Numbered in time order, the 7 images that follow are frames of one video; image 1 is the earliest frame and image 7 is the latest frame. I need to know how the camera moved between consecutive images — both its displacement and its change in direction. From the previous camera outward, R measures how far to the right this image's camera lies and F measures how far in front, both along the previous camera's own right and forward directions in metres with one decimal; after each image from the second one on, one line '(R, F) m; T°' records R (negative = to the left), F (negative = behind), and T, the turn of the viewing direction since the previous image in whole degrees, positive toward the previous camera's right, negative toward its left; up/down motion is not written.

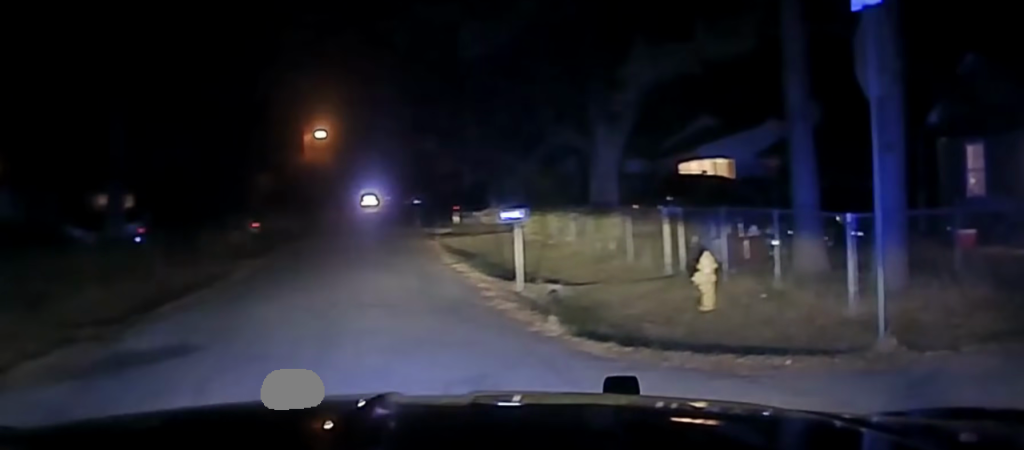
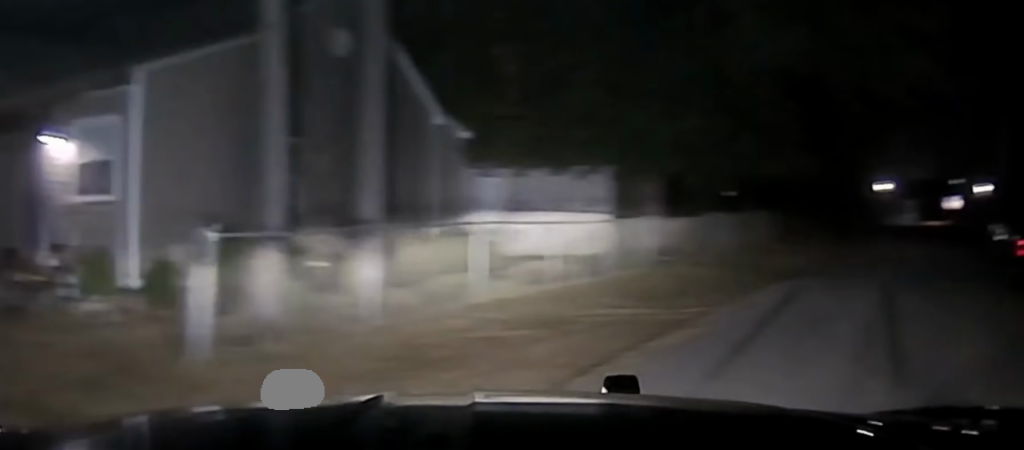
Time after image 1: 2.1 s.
(+3.9, +6.5) m; +36°
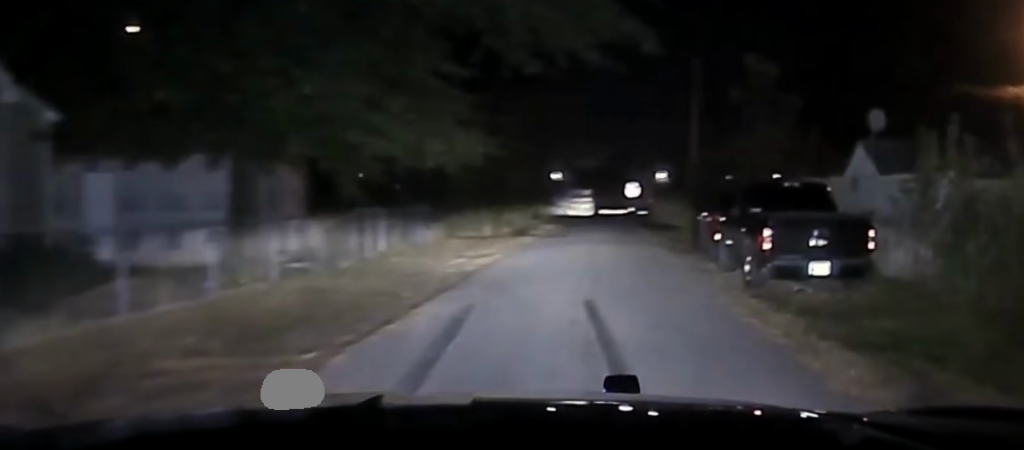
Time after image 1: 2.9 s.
(0.0, +5.4) m; +1°
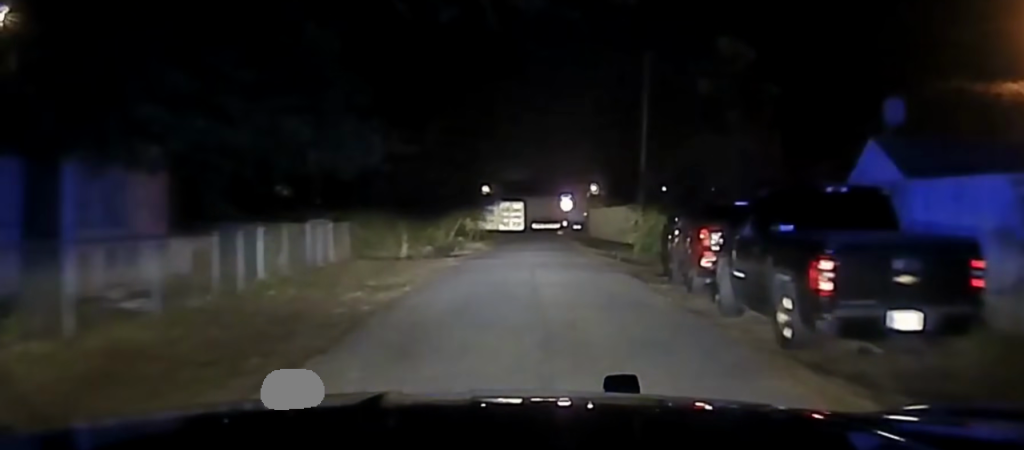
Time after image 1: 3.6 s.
(0.0, +6.1) m; +1°
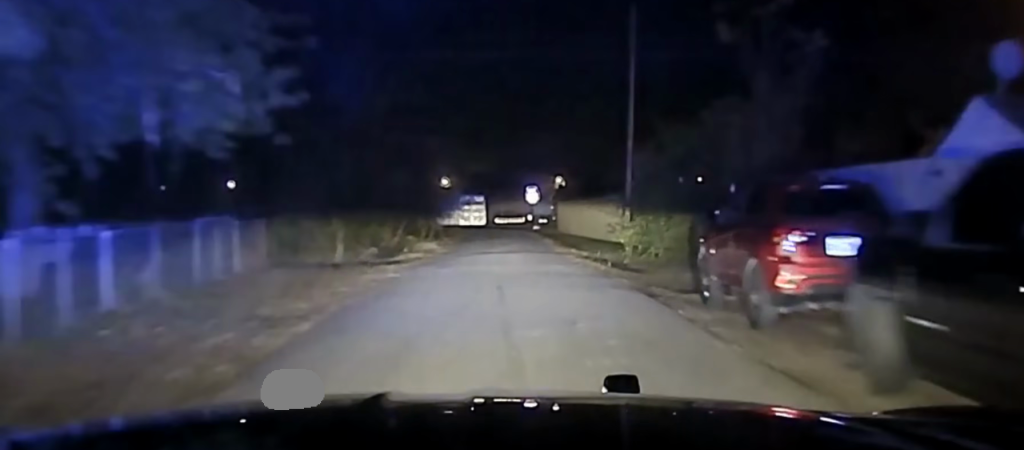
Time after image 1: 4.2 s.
(+0.1, +7.3) m; +1°
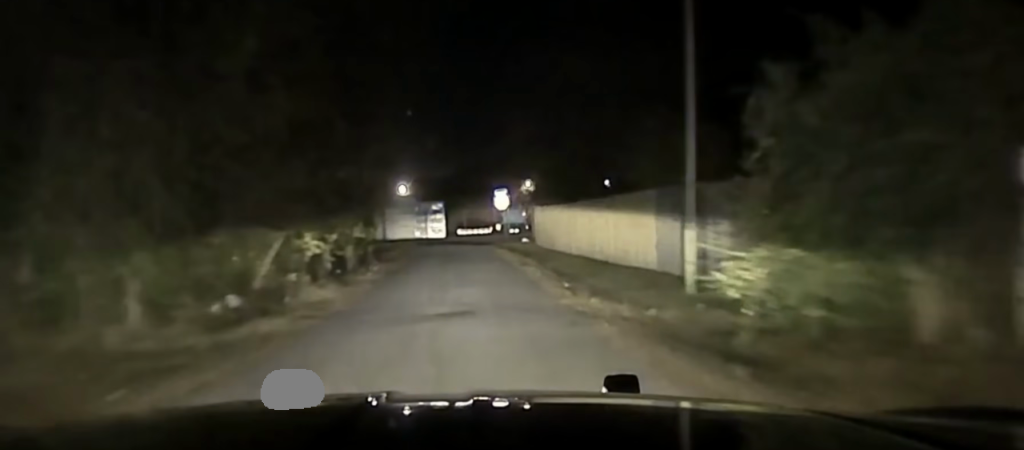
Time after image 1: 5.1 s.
(+0.1, +13.1) m; +1°
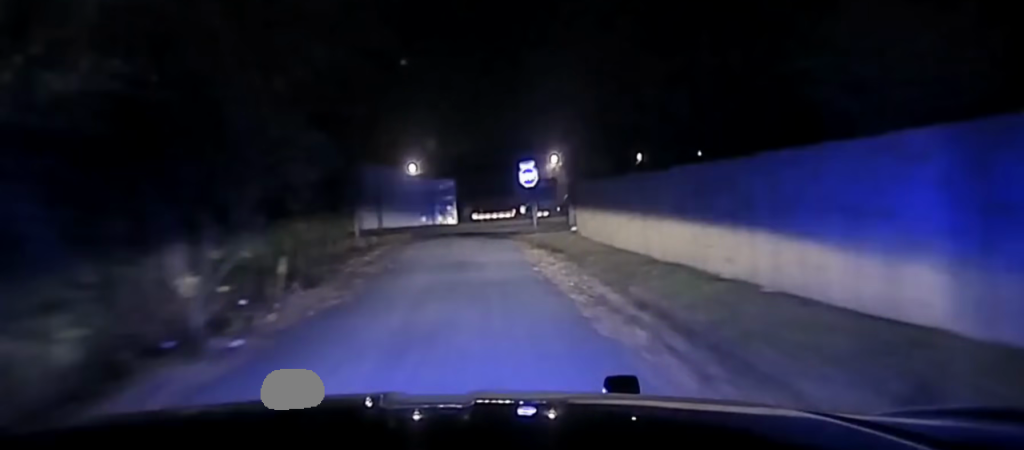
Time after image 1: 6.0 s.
(0.0, +12.7) m; -1°
